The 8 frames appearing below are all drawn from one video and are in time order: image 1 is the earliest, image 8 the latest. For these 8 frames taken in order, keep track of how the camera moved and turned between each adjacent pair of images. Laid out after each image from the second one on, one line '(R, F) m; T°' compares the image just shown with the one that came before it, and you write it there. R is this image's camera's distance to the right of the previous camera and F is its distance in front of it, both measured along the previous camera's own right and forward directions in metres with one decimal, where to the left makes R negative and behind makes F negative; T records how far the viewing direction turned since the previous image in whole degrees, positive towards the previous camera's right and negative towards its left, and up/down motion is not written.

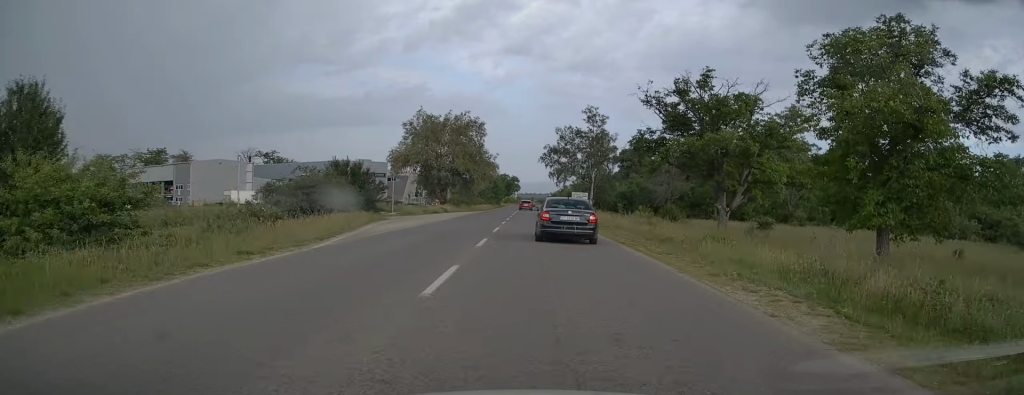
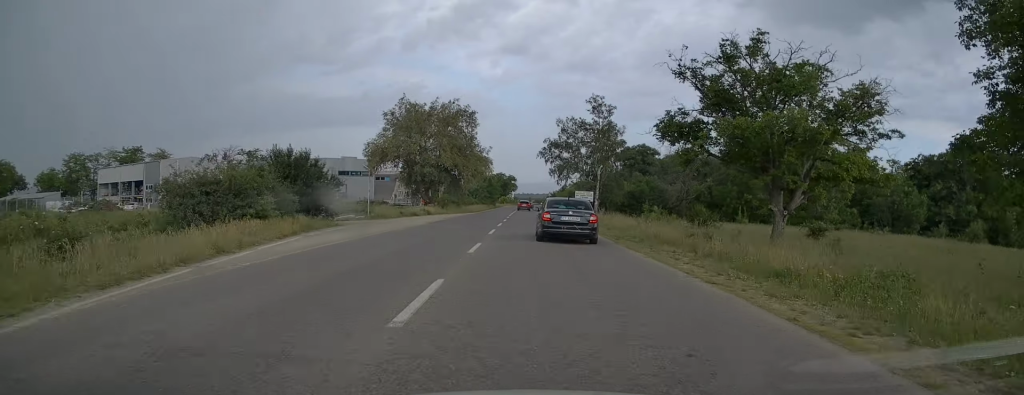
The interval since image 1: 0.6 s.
(+0.1, +9.7) m; 0°
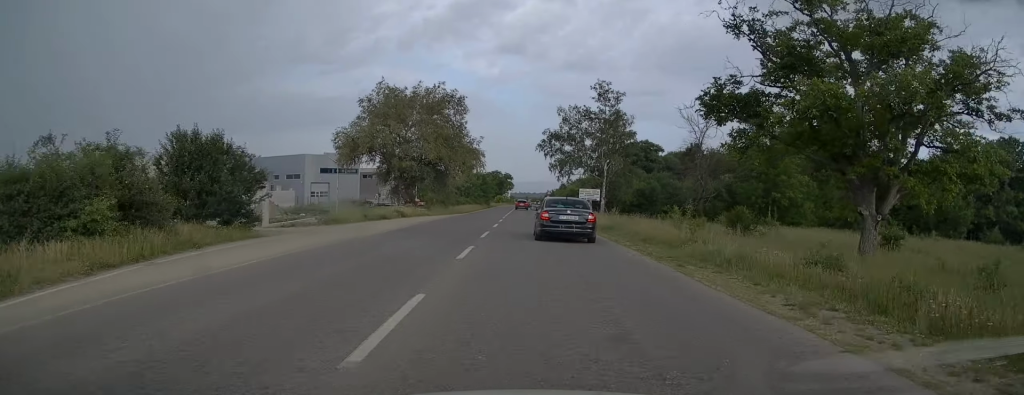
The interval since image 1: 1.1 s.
(-0.1, +9.2) m; 0°
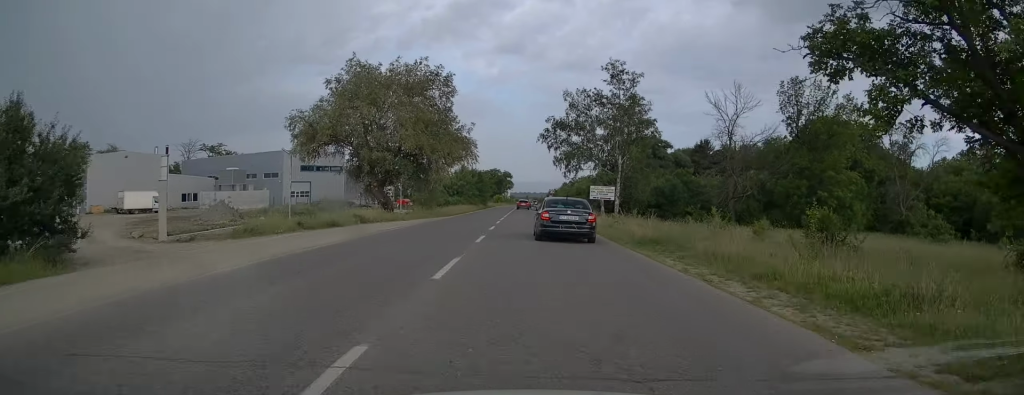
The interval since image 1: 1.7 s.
(-0.2, +10.4) m; 0°
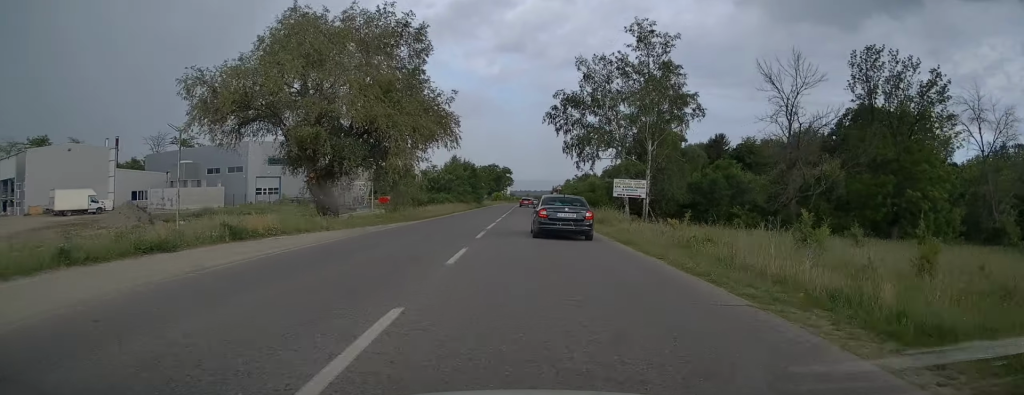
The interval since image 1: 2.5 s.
(+0.3, +13.9) m; 0°
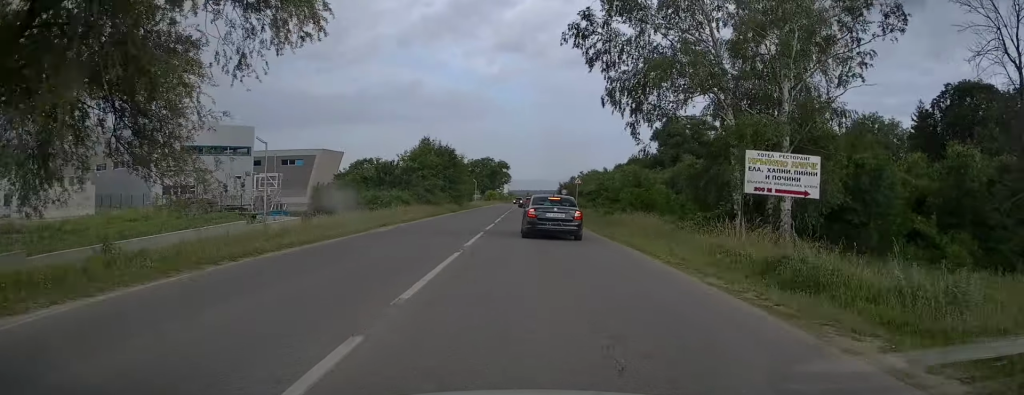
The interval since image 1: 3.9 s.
(0.0, +24.7) m; 0°
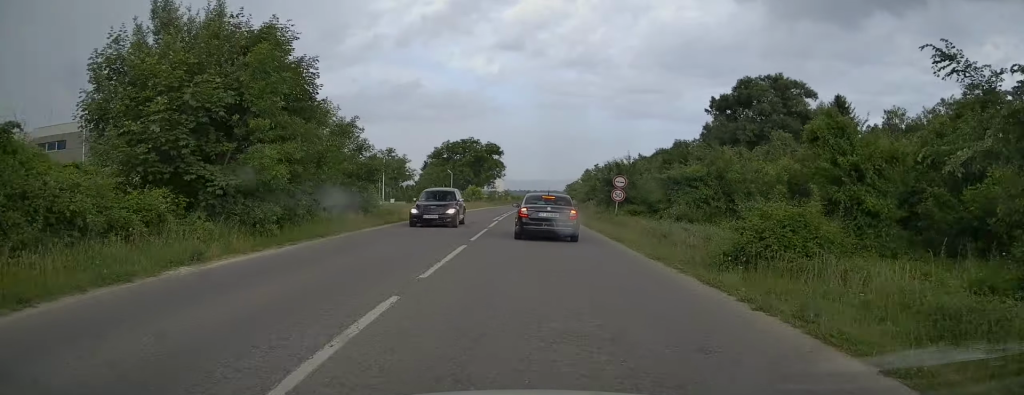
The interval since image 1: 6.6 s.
(-0.2, +44.9) m; 0°
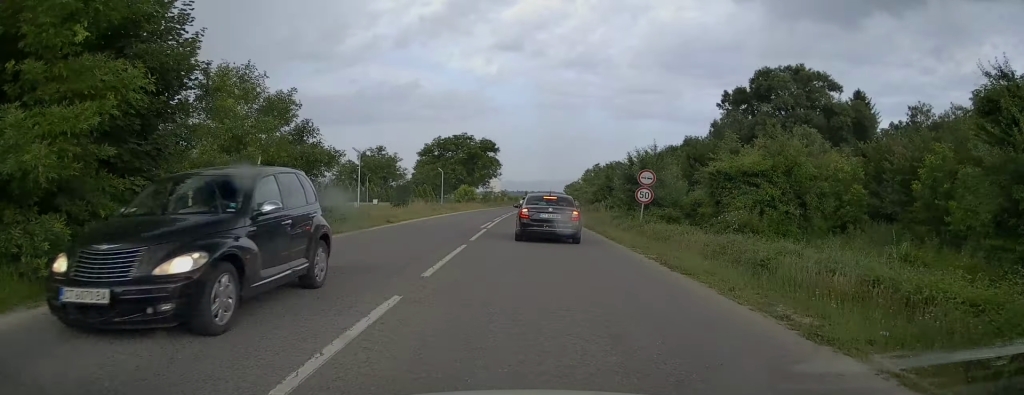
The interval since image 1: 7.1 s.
(+0.1, +7.6) m; 0°
